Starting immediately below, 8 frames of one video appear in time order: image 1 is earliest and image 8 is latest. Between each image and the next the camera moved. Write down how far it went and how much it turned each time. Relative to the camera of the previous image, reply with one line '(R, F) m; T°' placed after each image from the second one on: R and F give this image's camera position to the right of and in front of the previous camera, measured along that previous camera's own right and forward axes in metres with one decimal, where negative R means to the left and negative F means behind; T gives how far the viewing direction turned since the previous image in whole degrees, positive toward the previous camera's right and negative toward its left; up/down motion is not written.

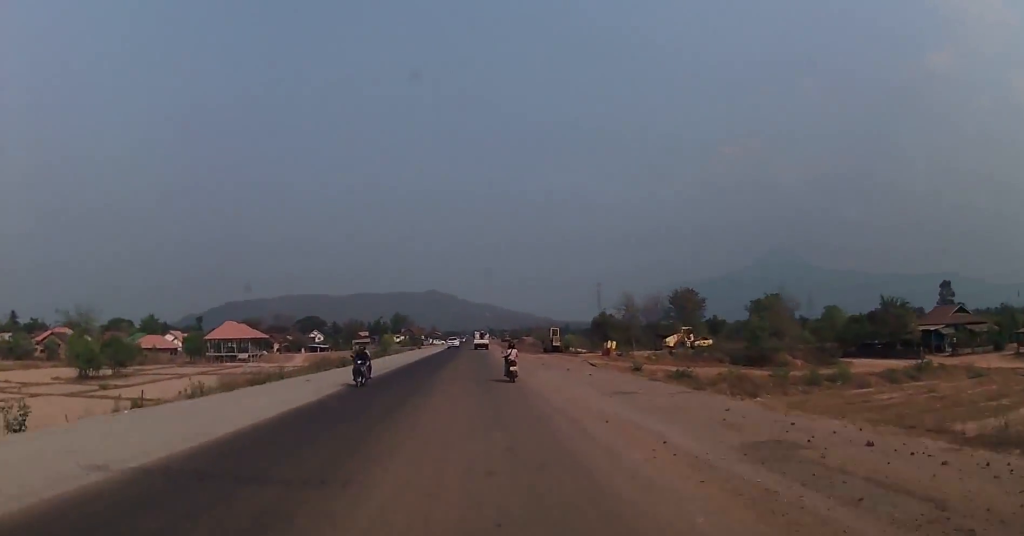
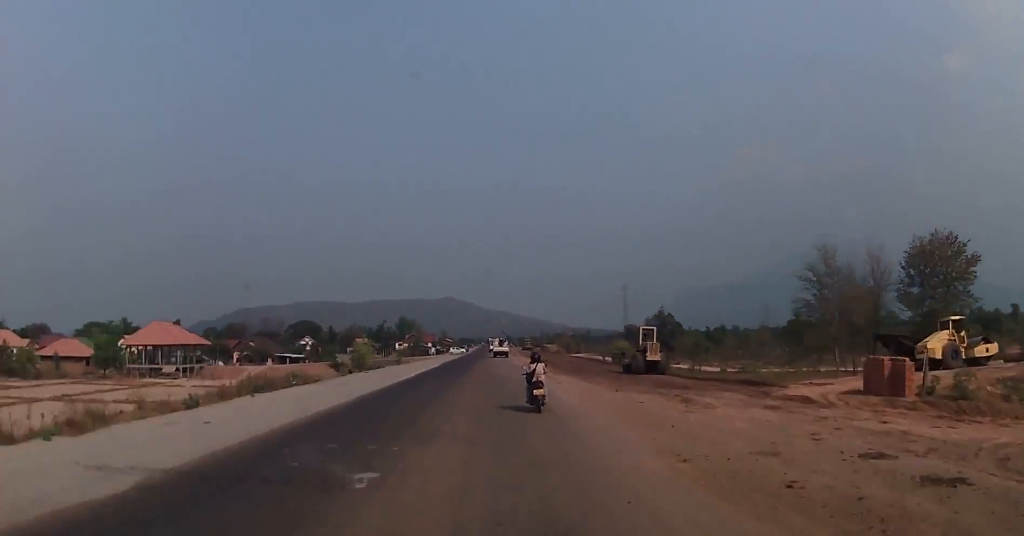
(+0.2, +49.2) m; 0°
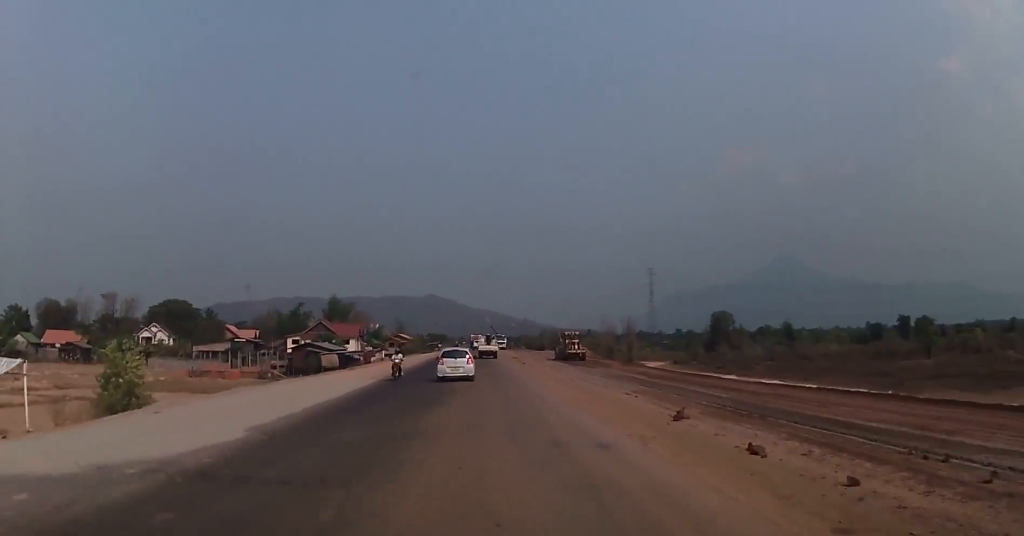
(-0.1, +130.9) m; 0°
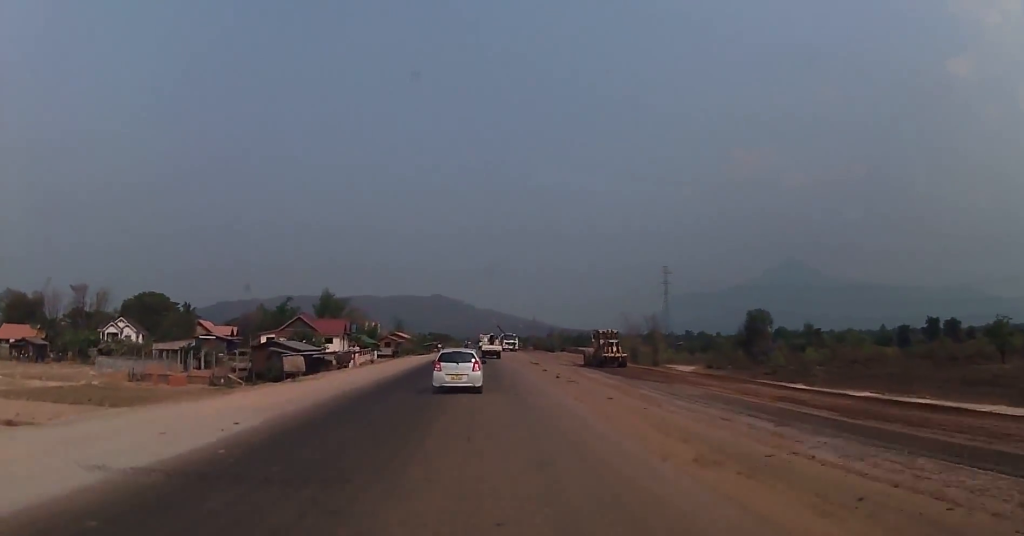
(+0.1, +19.9) m; 0°
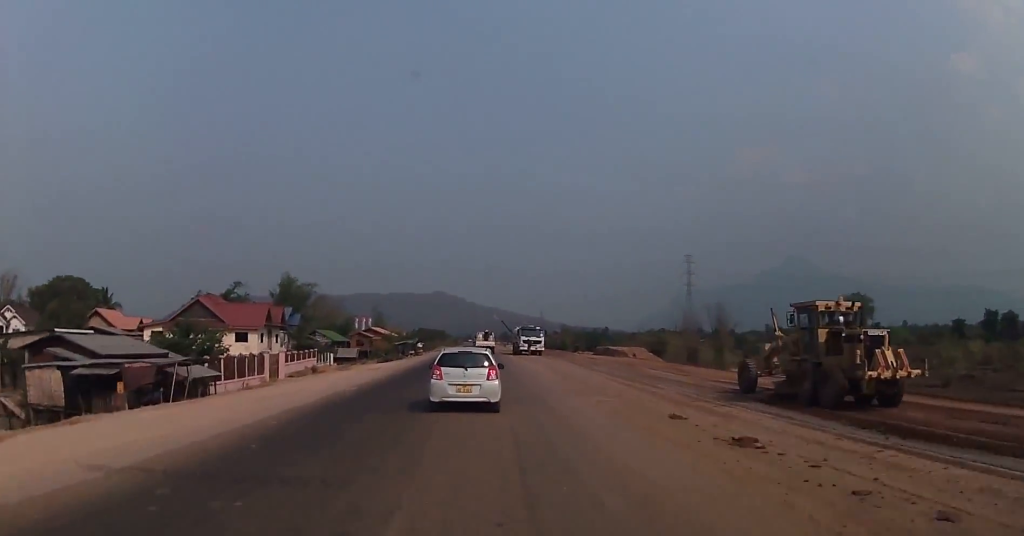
(-0.2, +45.4) m; 0°
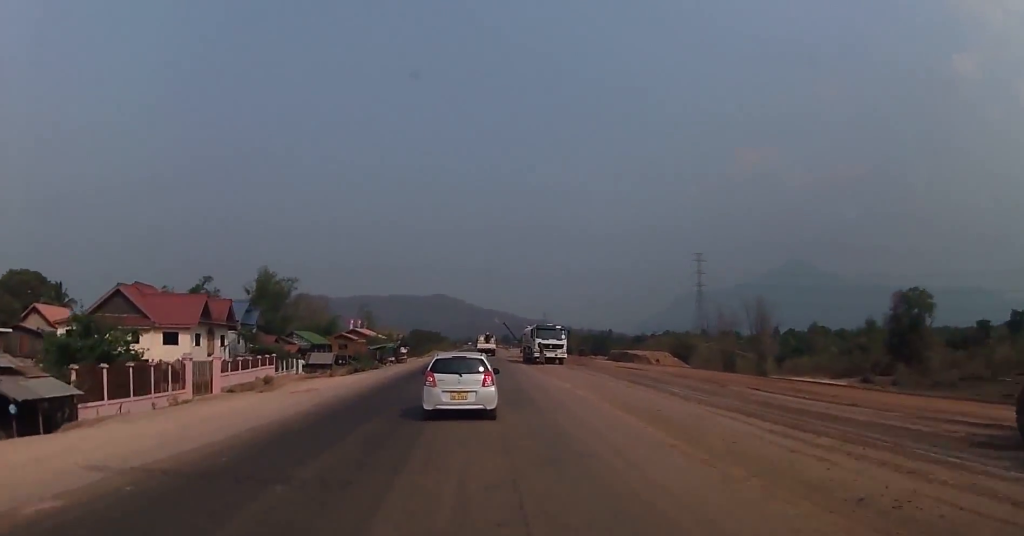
(+0.1, +18.6) m; 0°
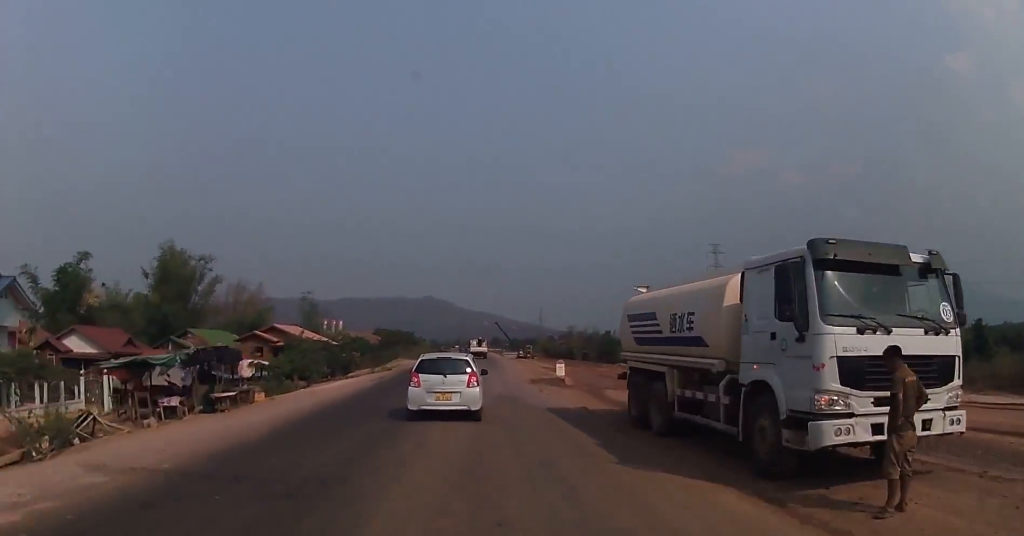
(+0.4, +44.3) m; 0°
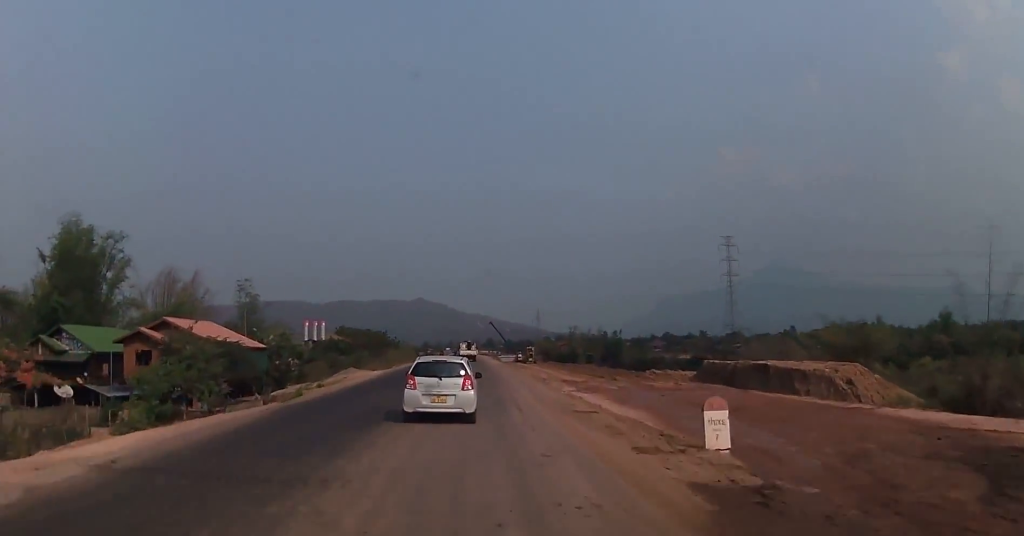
(+0.1, +26.0) m; 0°
